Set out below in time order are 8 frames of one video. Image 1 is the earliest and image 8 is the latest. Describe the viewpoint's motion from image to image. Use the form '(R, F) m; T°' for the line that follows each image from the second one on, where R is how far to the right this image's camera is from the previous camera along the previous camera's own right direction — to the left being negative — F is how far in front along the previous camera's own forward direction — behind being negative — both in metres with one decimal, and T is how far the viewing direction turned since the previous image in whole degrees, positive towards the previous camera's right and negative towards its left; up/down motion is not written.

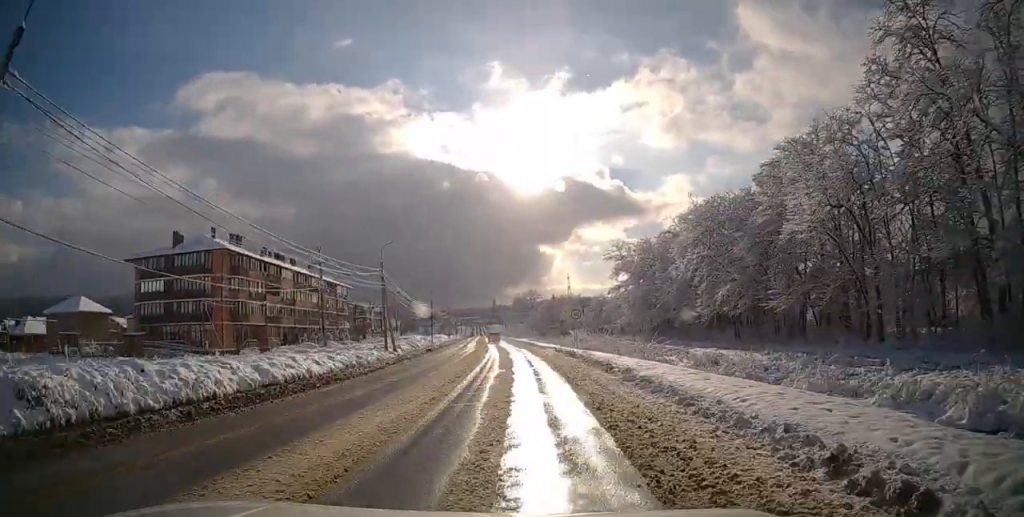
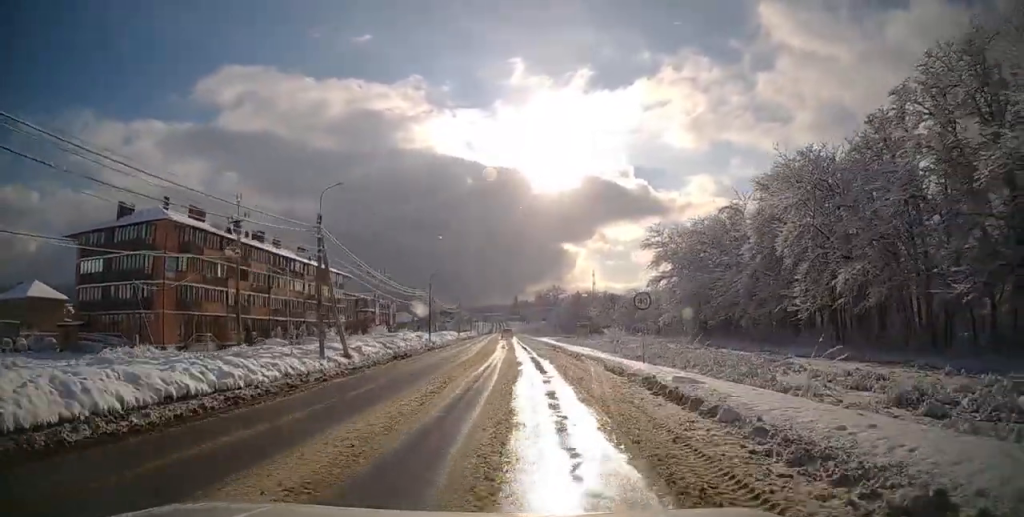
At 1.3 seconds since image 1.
(0.0, +16.8) m; 0°
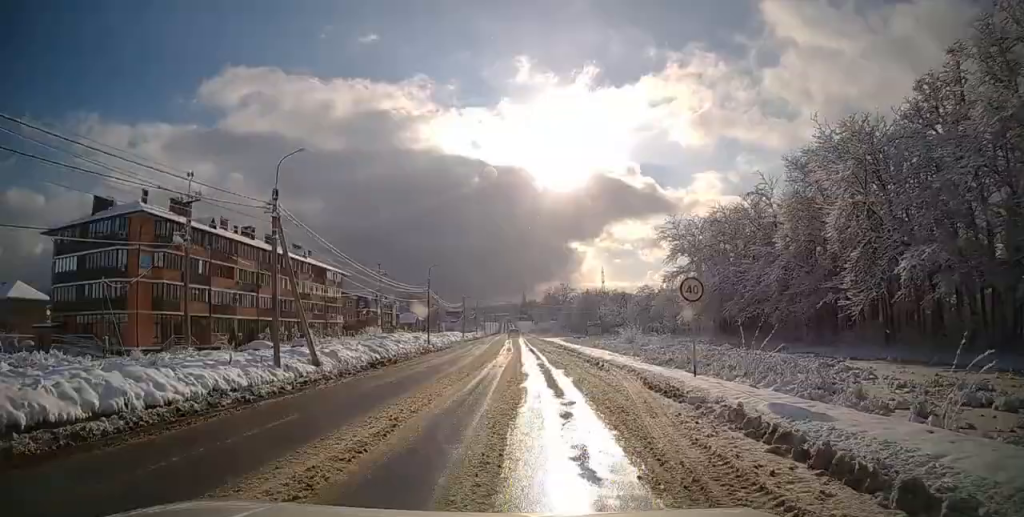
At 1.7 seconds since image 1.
(0.0, +5.7) m; 0°
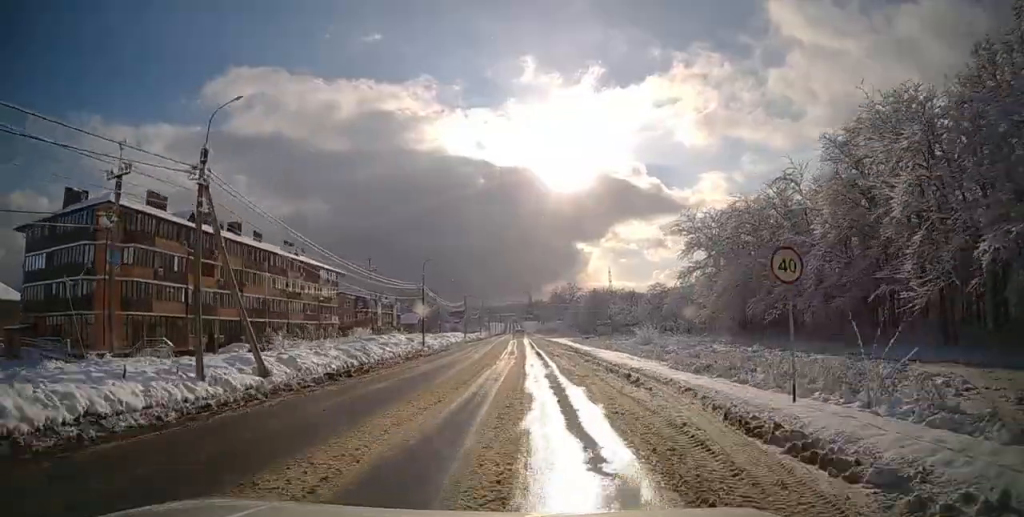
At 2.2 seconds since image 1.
(0.0, +5.7) m; 0°
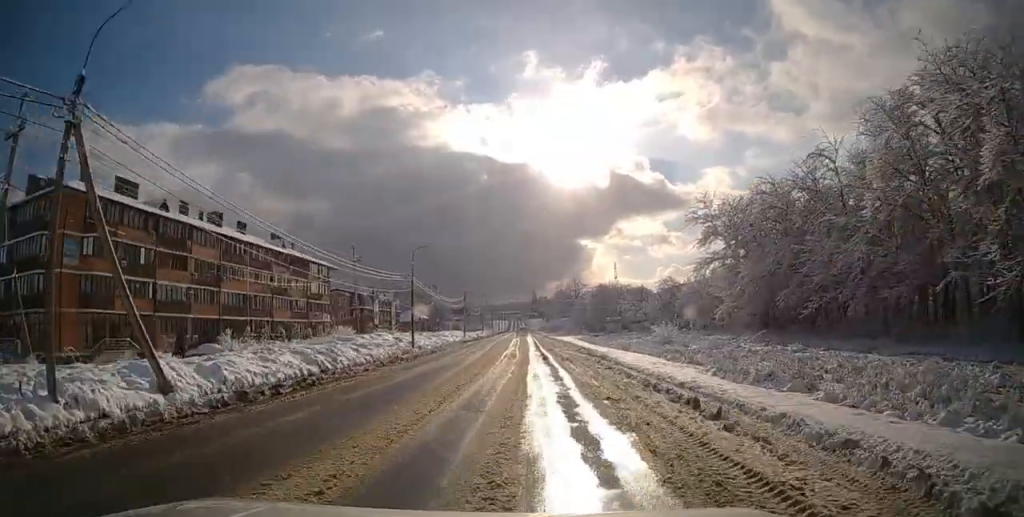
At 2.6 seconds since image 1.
(0.0, +6.2) m; 0°
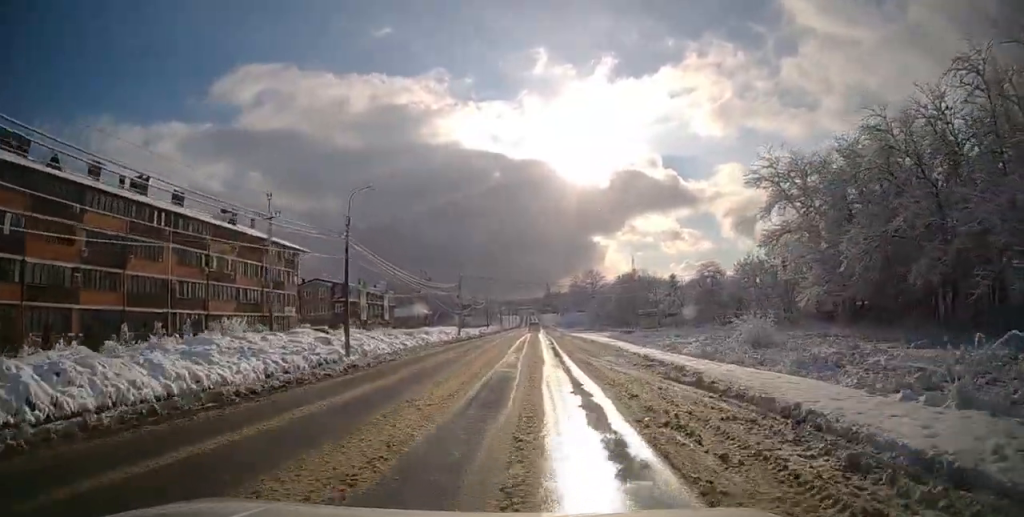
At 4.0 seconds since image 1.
(0.0, +18.5) m; 0°
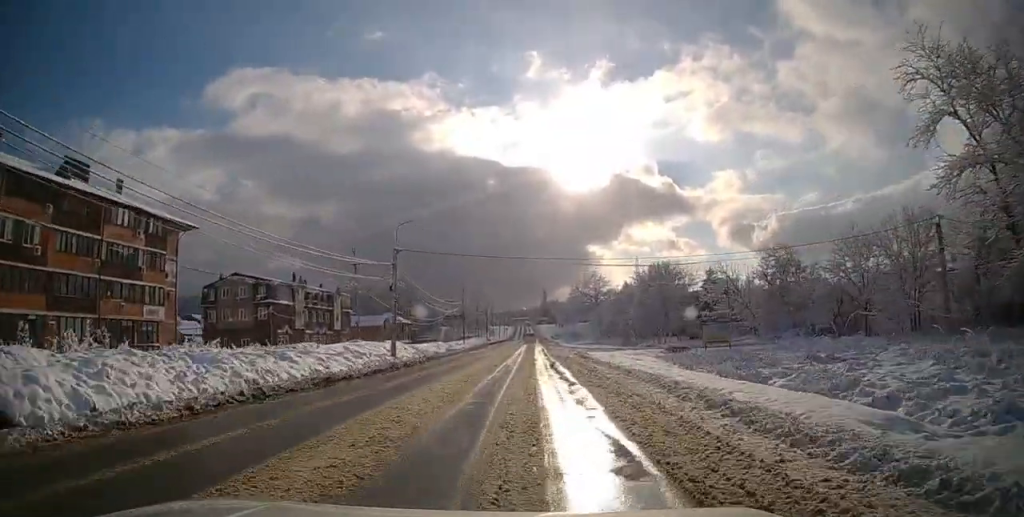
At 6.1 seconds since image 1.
(0.0, +30.0) m; -1°
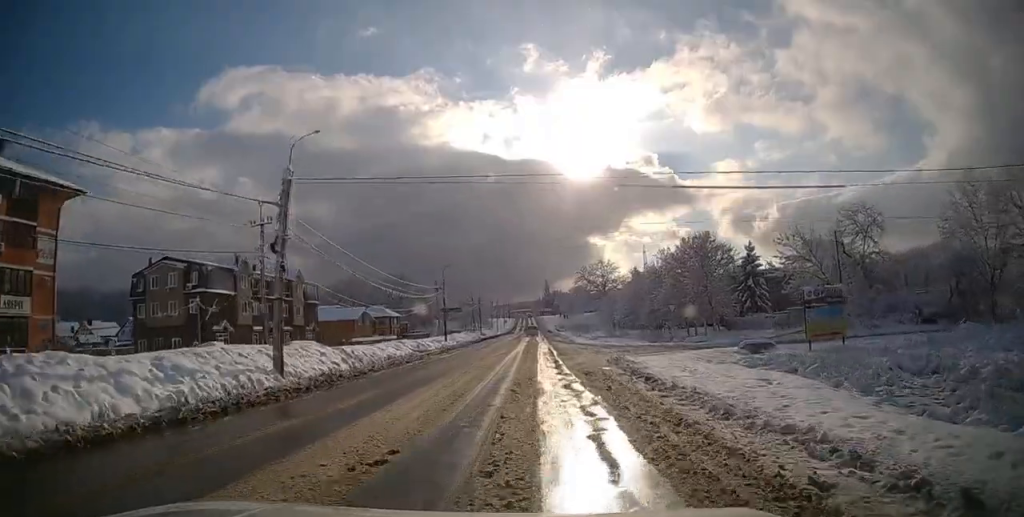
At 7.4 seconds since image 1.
(-0.6, +19.2) m; -4°
